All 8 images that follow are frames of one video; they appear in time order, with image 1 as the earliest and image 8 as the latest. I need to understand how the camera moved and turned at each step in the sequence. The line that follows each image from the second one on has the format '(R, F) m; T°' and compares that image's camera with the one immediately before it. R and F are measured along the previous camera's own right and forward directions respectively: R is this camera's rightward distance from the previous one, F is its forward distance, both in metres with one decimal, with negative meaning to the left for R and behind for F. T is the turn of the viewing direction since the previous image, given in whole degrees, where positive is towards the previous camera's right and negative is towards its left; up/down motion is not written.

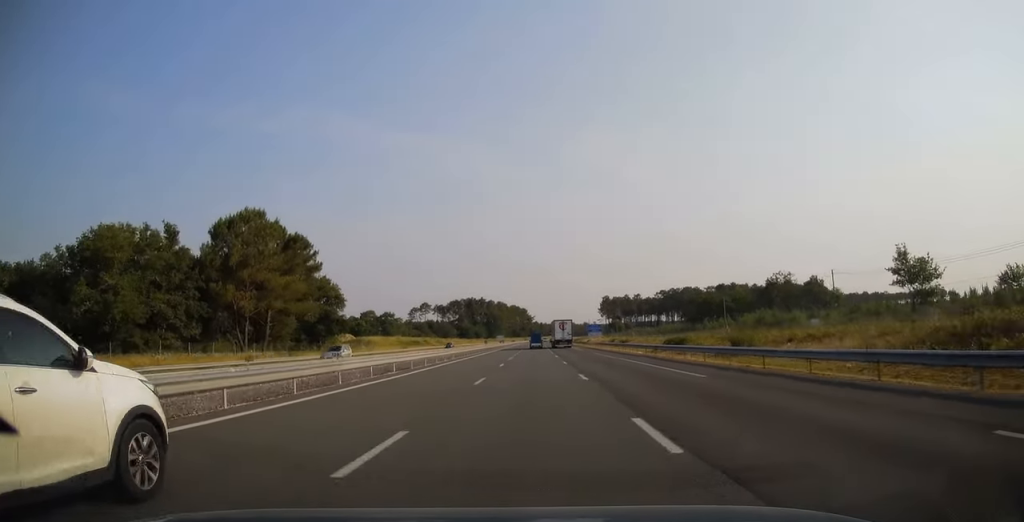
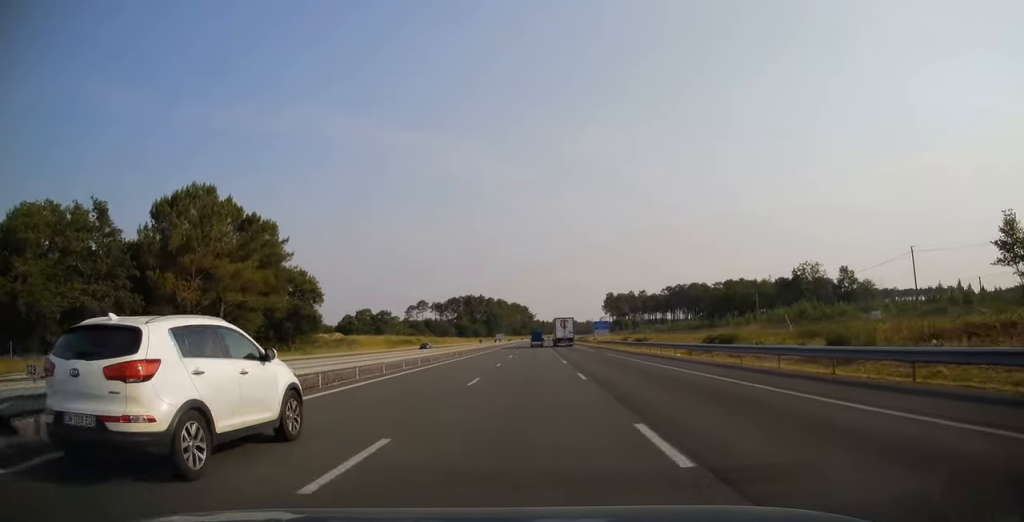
(0.0, +13.7) m; 0°
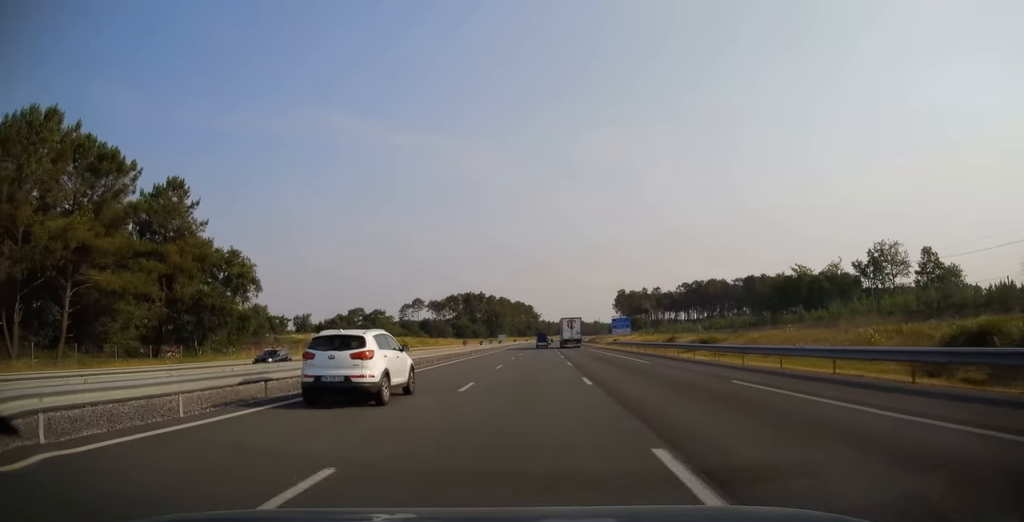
(0.0, +28.0) m; 0°
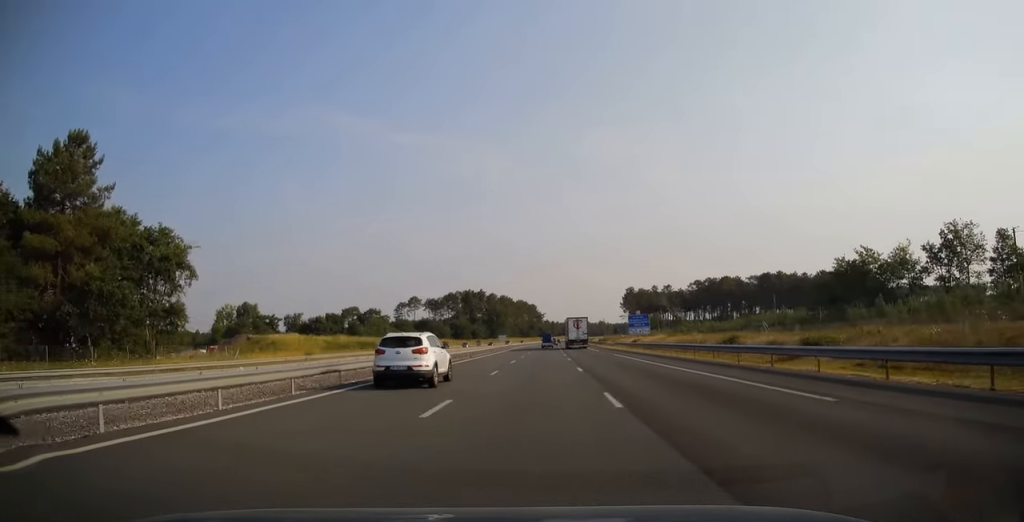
(-0.1, +18.7) m; 0°
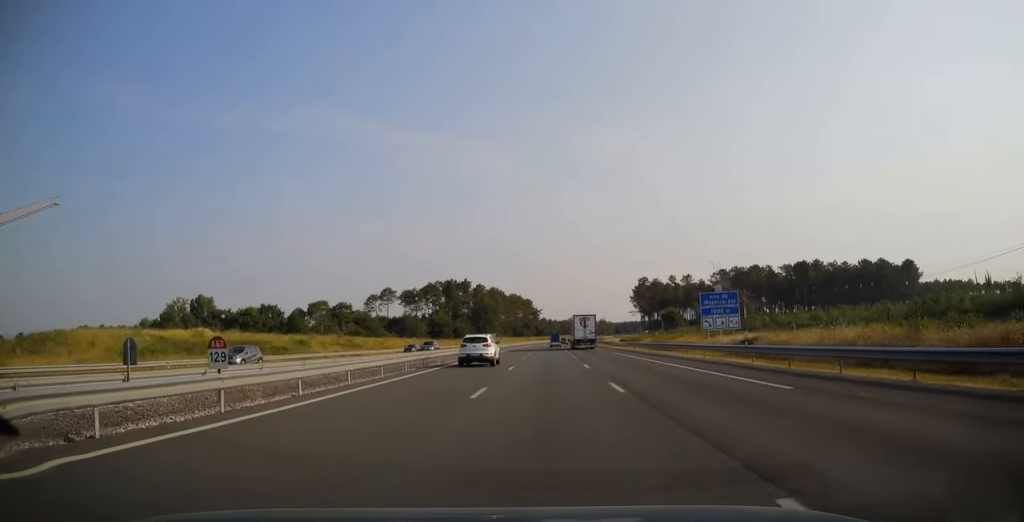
(+0.1, +48.6) m; 0°
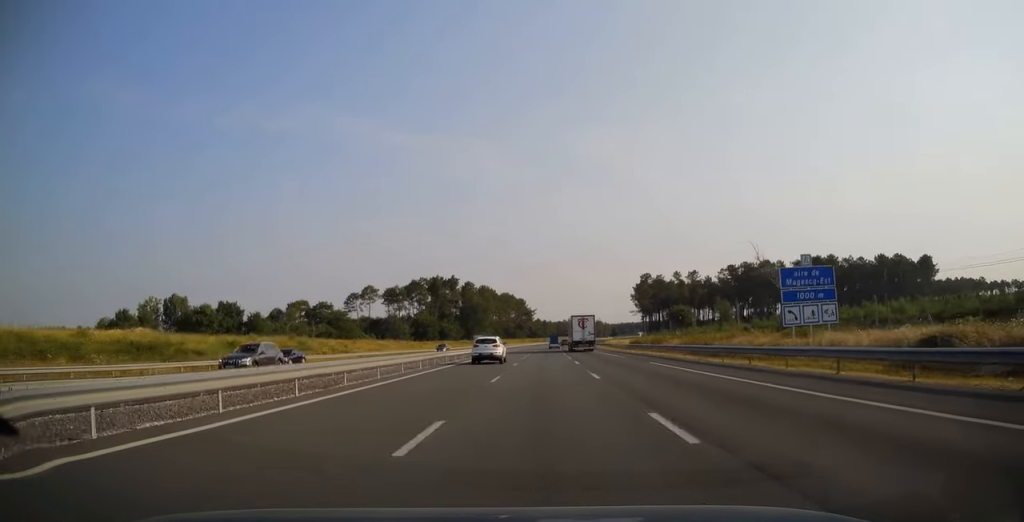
(0.0, +20.2) m; 0°
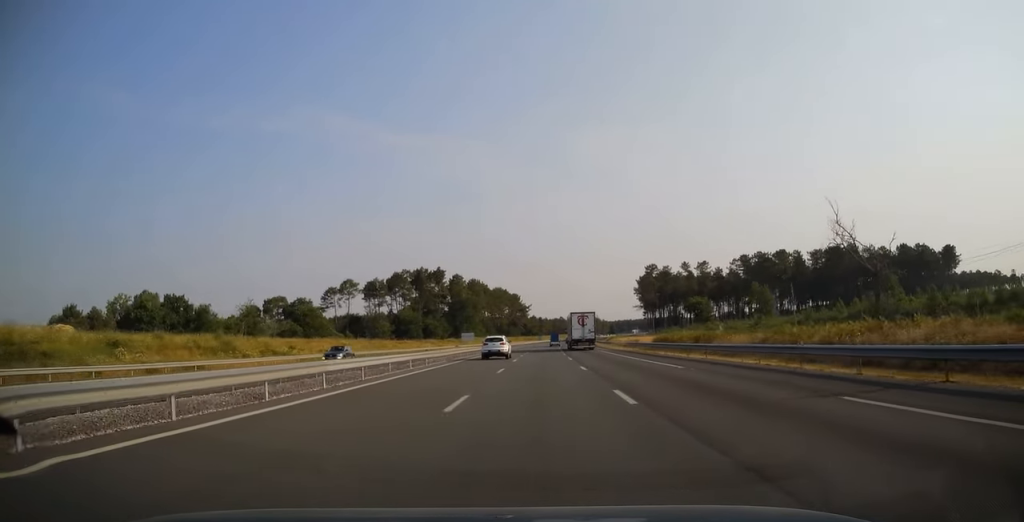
(+0.1, +21.6) m; 0°
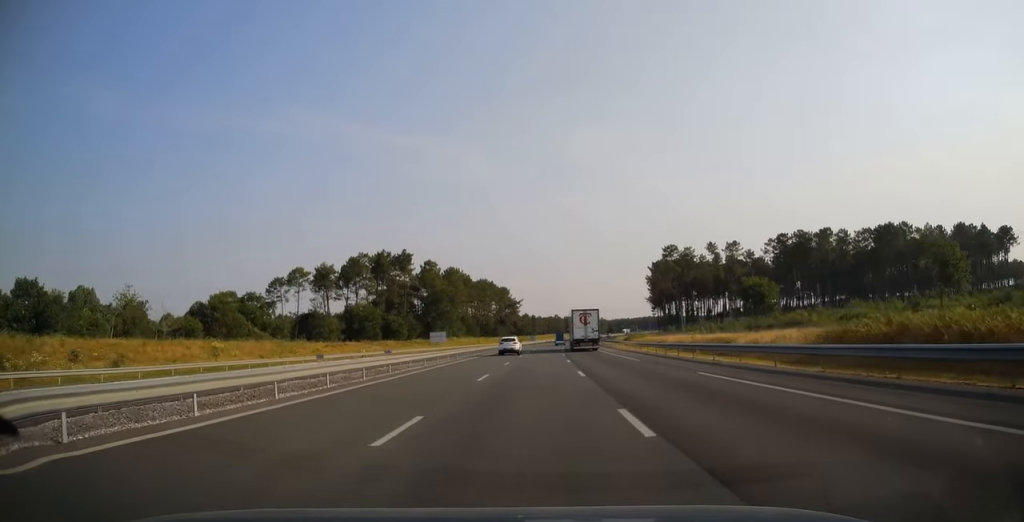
(+0.4, +42.8) m; +1°
